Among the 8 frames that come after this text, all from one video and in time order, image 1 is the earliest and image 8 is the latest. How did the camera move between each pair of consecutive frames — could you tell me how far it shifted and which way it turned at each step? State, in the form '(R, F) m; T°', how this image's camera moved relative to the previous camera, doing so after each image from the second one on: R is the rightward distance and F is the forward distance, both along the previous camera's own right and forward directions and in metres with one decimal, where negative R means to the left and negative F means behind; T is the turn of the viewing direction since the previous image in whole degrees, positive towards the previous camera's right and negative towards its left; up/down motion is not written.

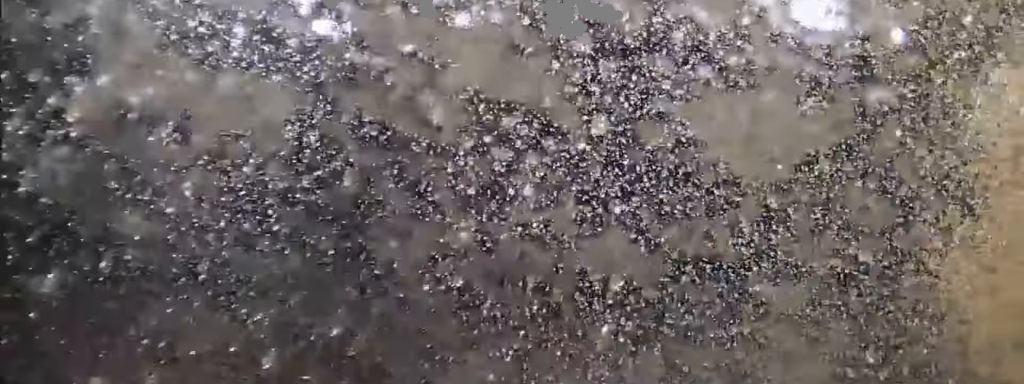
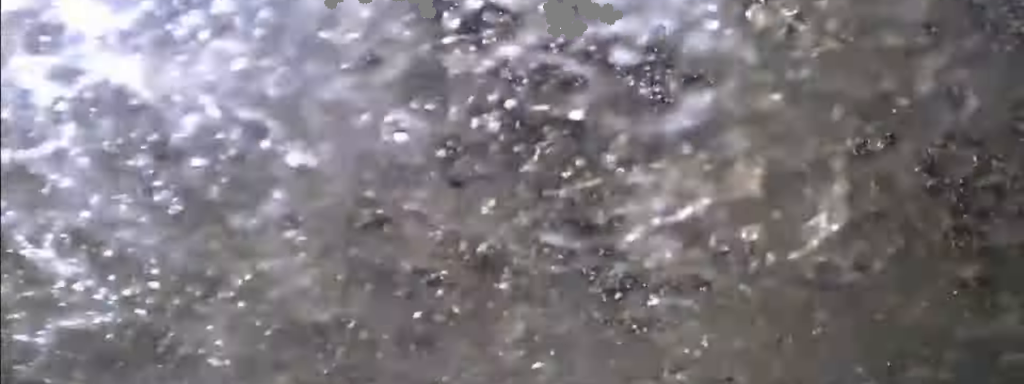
(+0.2, +3.7) m; +5°
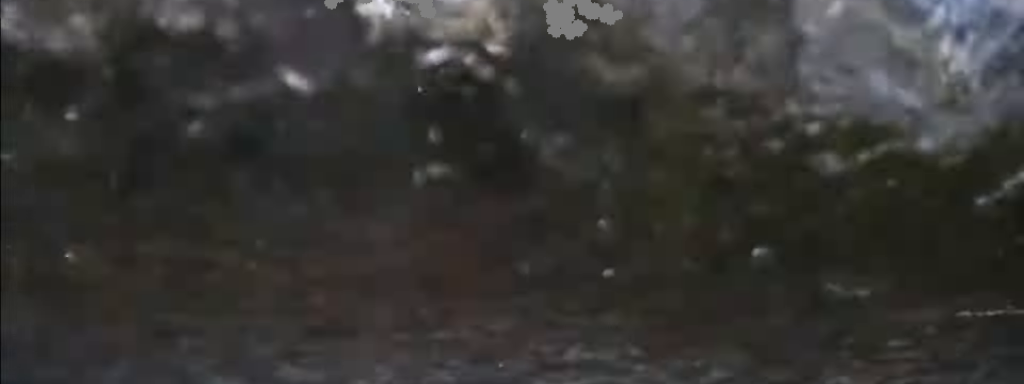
(+0.3, +7.1) m; +11°
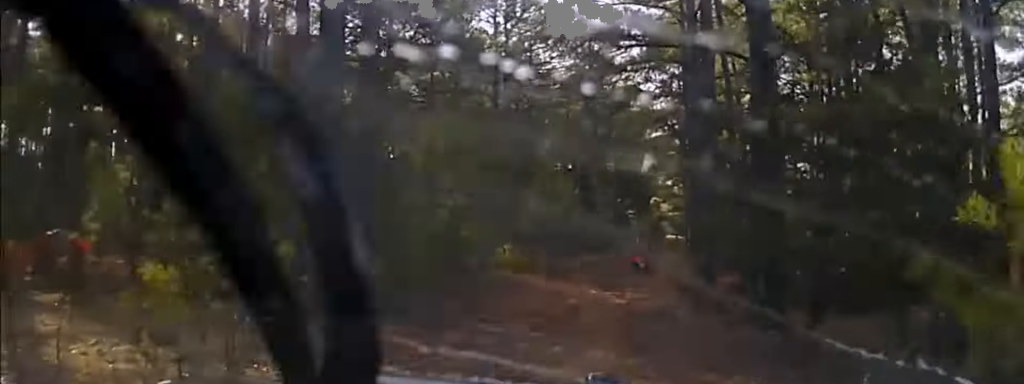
(+1.4, +8.3) m; +10°
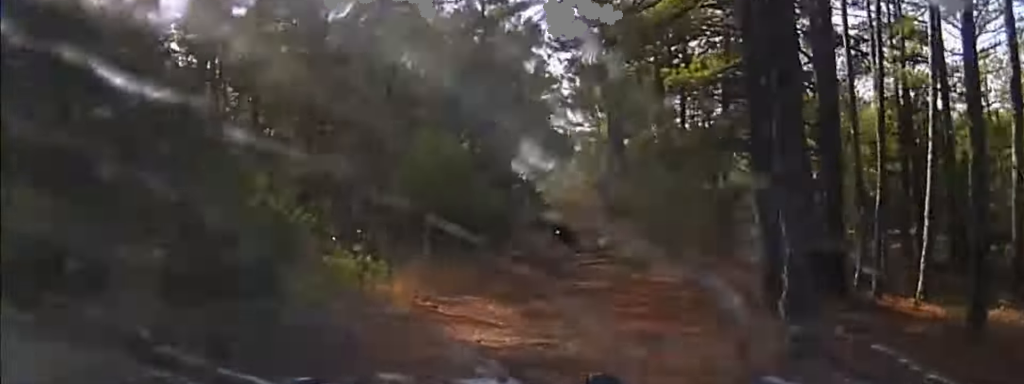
(0.0, +7.4) m; 0°
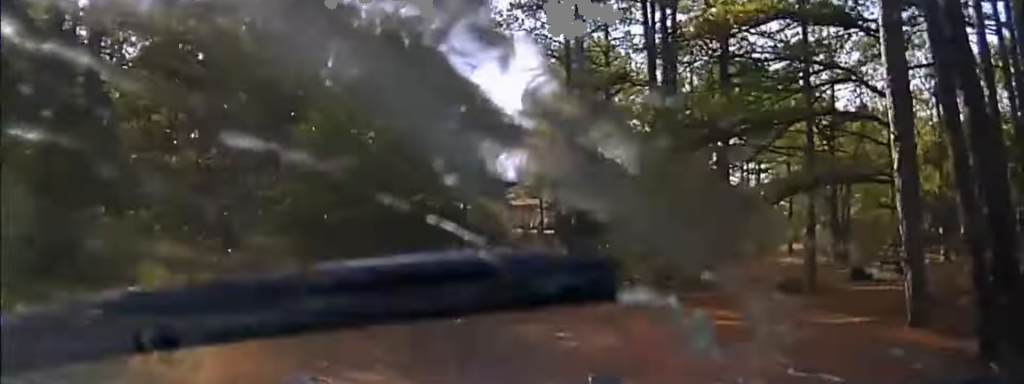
(0.0, +5.3) m; +1°
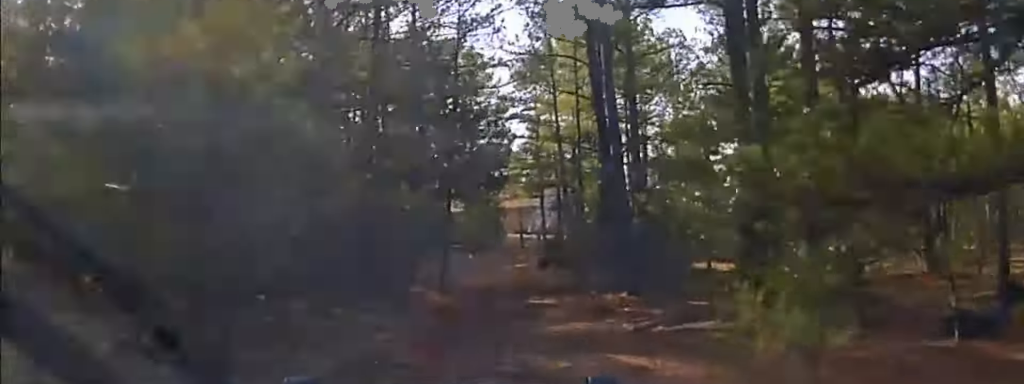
(-0.1, +5.8) m; +2°
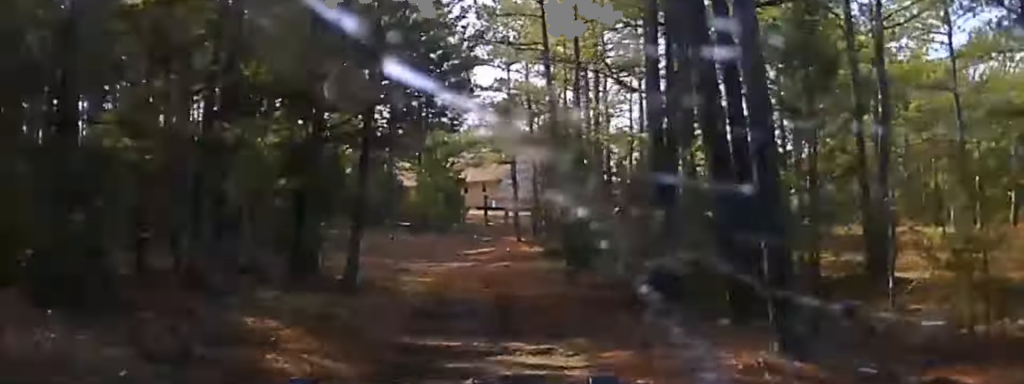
(+0.4, +8.4) m; +2°
